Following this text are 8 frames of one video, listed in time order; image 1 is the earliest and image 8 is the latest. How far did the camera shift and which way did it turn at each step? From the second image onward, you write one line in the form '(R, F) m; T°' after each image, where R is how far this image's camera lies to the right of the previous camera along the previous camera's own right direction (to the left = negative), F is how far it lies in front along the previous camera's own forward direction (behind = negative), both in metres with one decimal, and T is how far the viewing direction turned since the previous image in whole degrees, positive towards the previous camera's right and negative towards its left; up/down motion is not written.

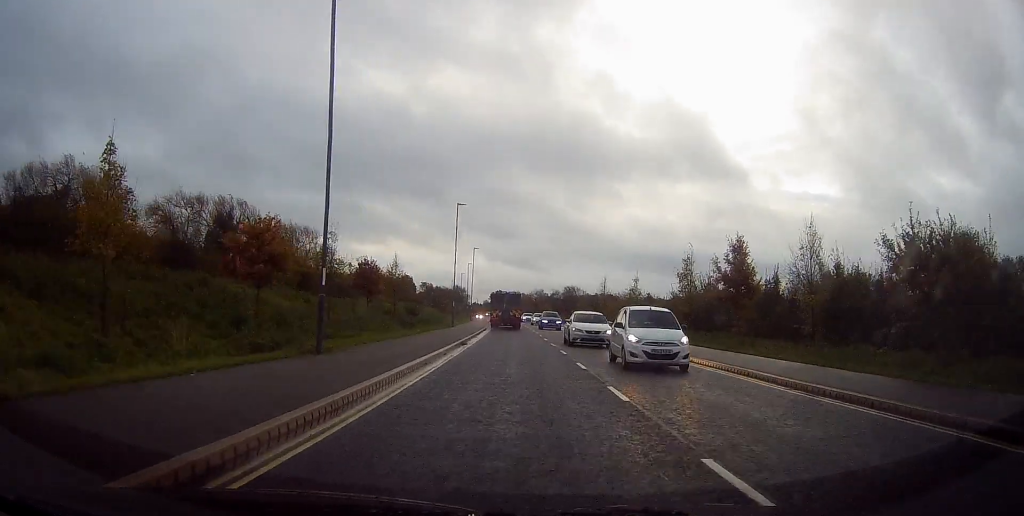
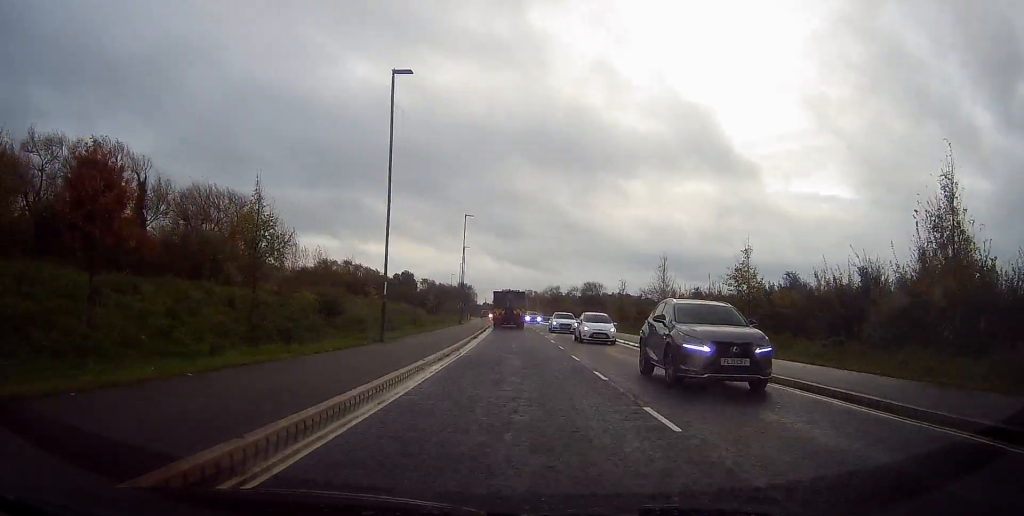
(-0.7, +30.9) m; -2°
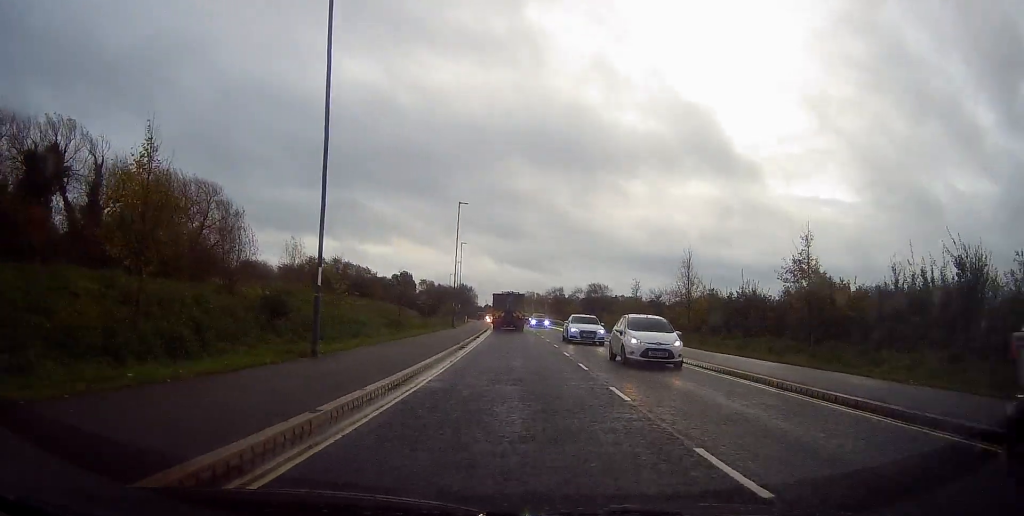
(0.0, +8.0) m; 0°
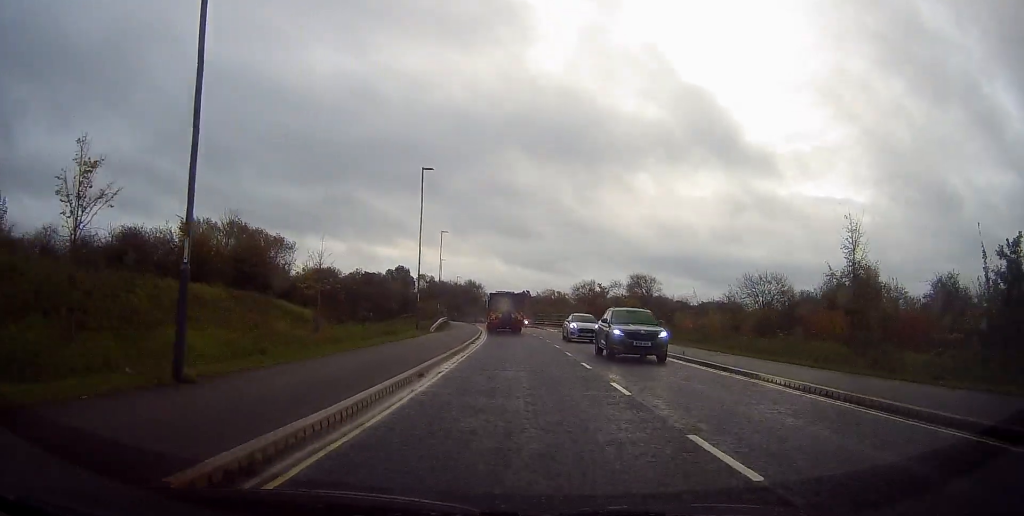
(-0.1, +45.6) m; 0°
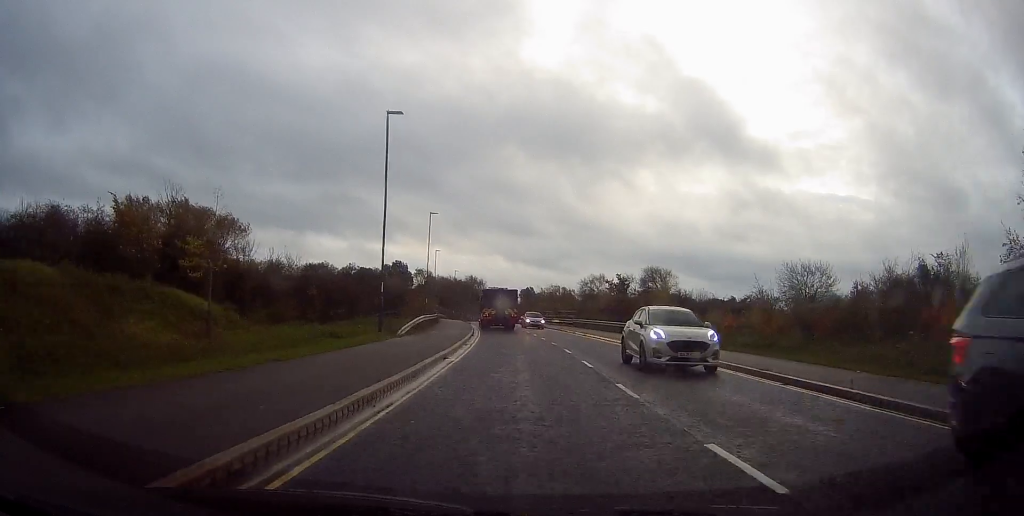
(0.0, +12.0) m; -1°
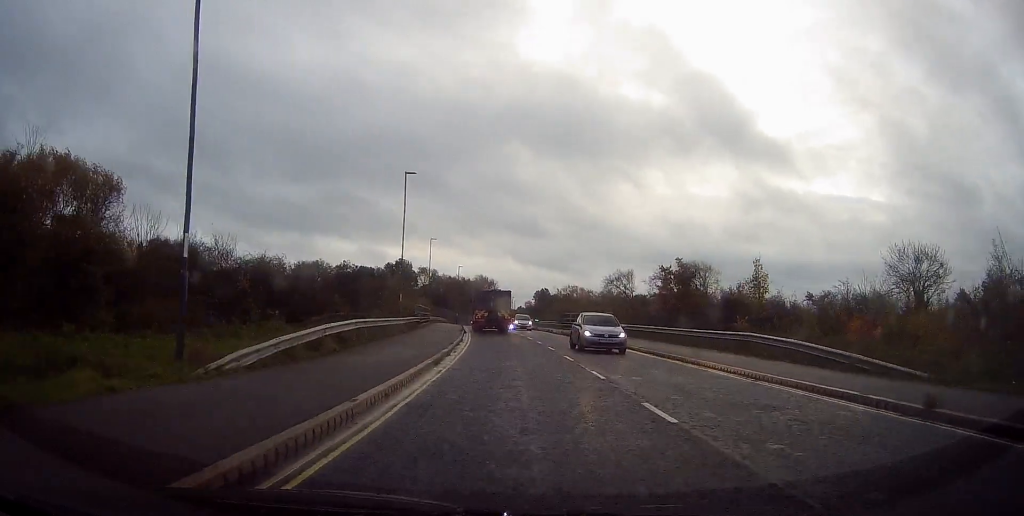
(-0.5, +19.4) m; -2°
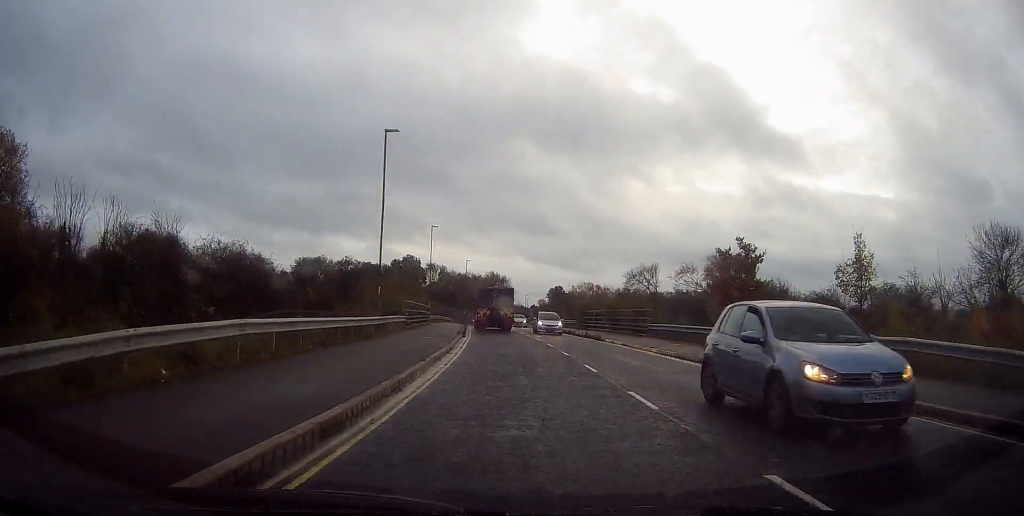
(-0.1, +10.2) m; -1°
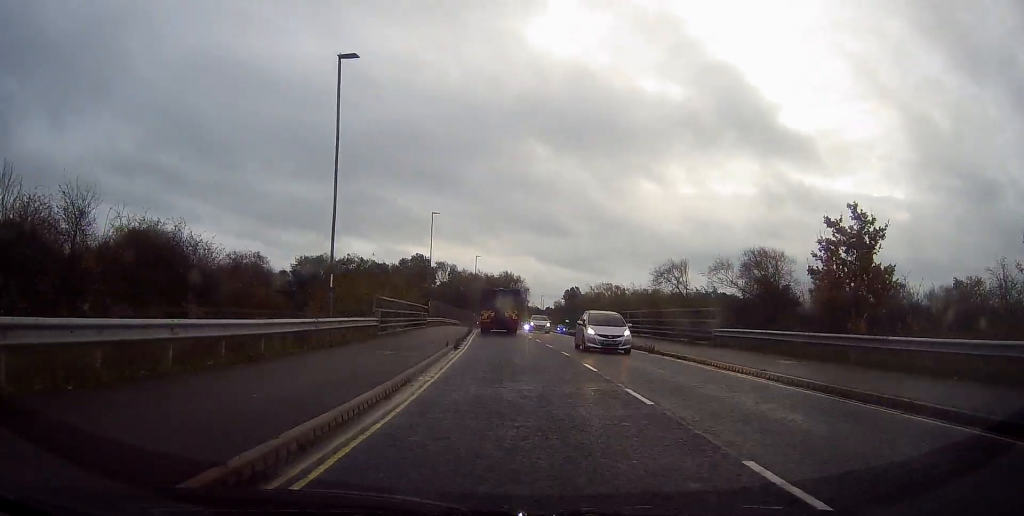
(+0.1, +10.7) m; -1°
